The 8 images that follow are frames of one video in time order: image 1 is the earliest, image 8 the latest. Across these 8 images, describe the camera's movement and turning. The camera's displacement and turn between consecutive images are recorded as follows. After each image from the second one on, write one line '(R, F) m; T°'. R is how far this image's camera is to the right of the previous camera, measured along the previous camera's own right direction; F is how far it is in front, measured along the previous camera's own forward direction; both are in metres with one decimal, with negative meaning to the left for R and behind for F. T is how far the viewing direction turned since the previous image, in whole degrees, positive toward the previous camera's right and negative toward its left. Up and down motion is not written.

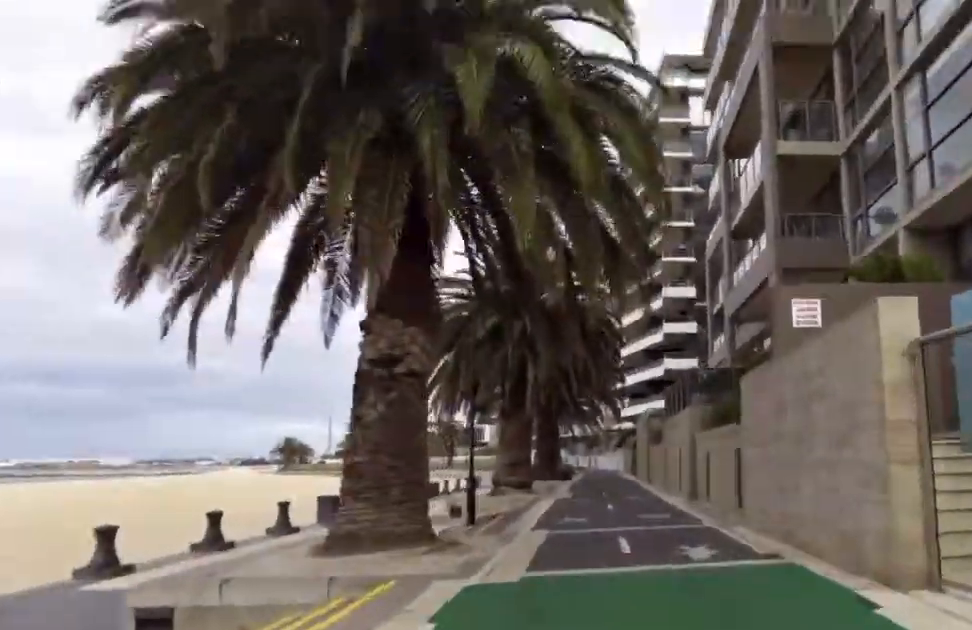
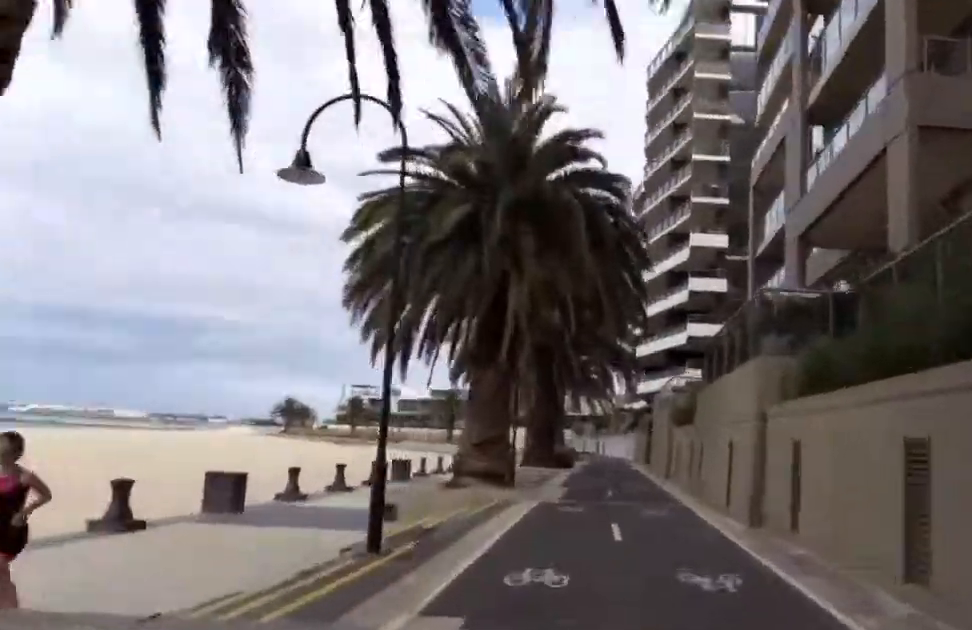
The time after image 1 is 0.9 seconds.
(-0.2, +6.5) m; -6°
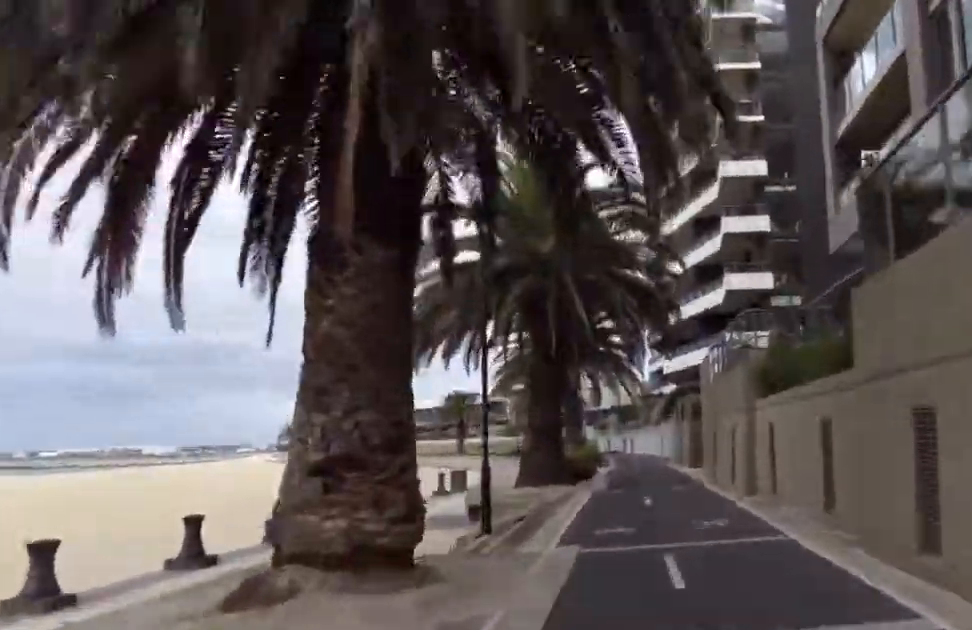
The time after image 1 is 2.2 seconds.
(-1.0, +9.8) m; +3°
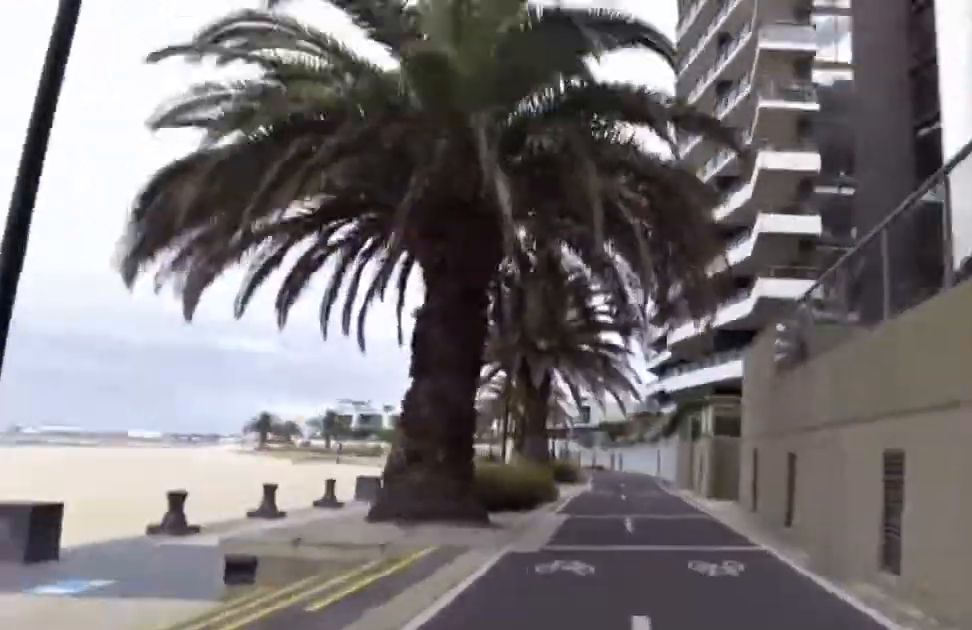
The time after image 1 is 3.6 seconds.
(+1.2, +10.2) m; +2°
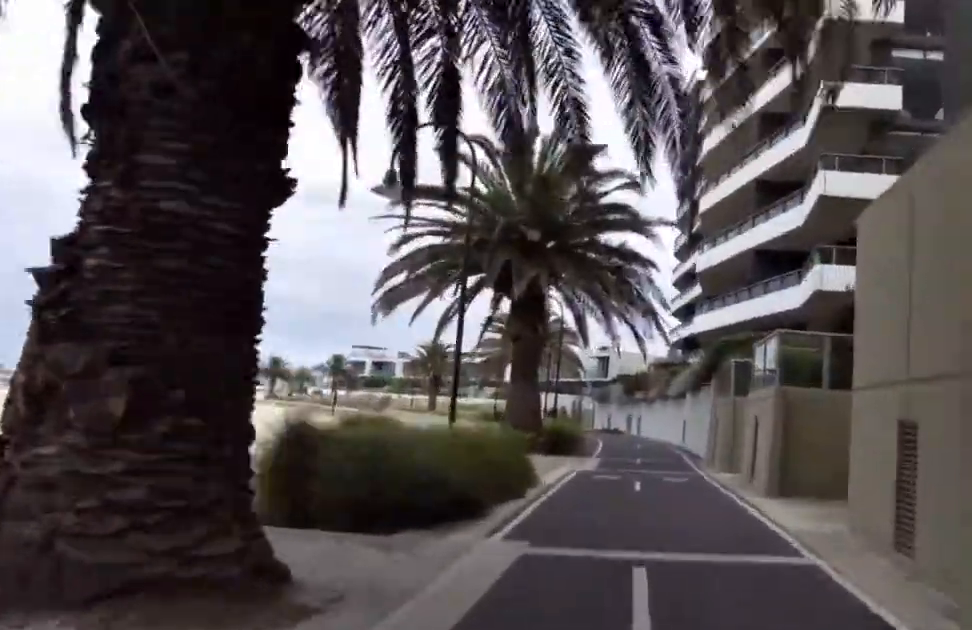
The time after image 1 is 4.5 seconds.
(-0.9, +6.3) m; 0°
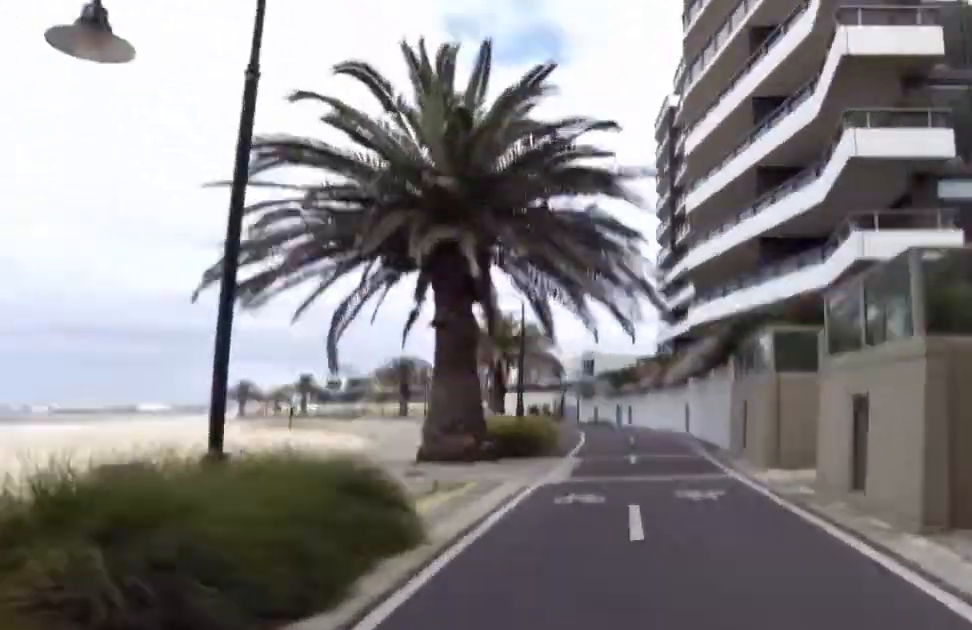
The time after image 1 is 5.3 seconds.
(+1.0, +5.8) m; +2°
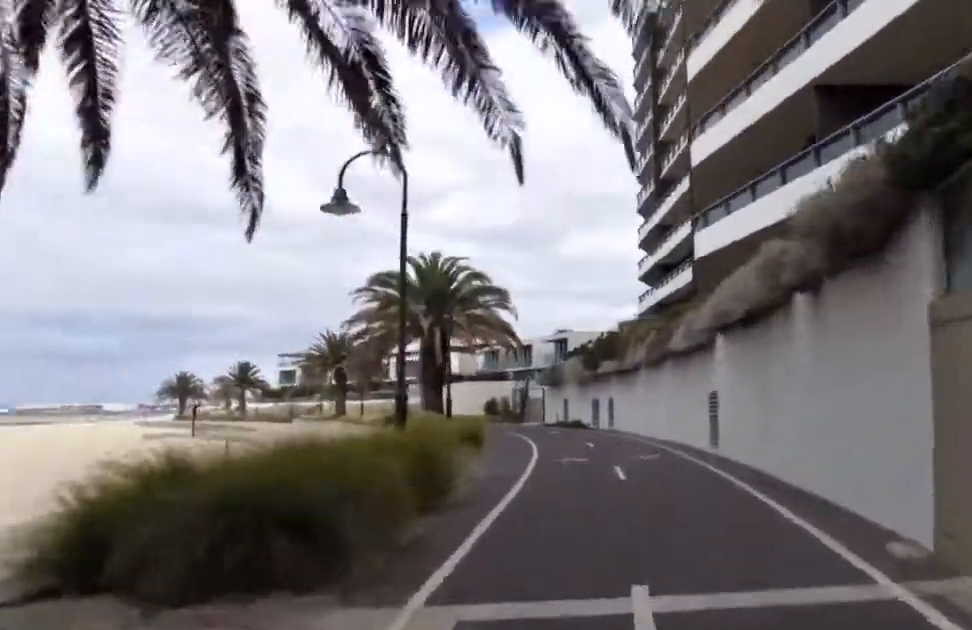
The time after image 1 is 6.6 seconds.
(-0.5, +9.3) m; +2°
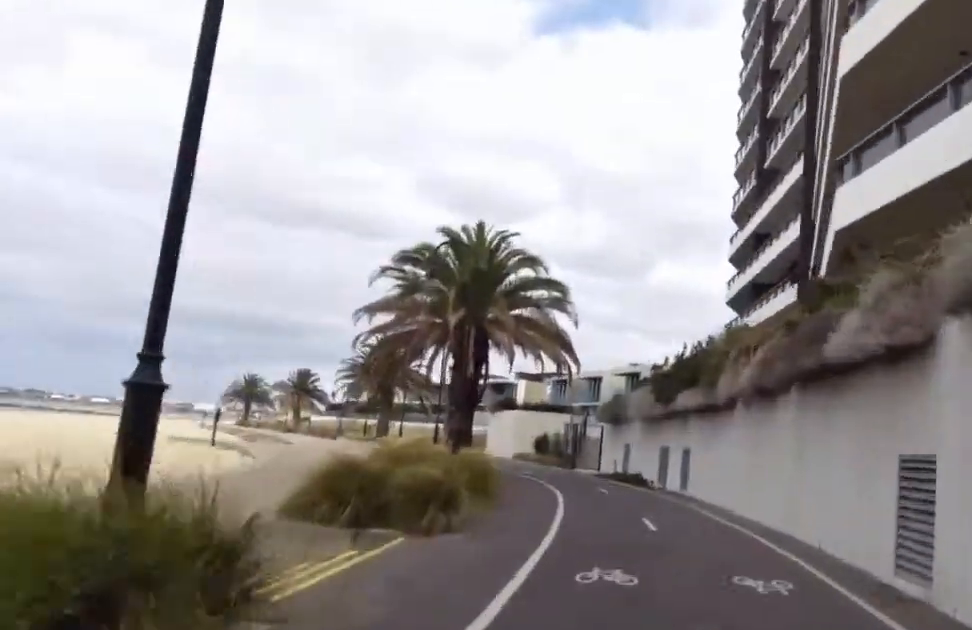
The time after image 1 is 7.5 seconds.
(+0.7, +6.8) m; +4°
